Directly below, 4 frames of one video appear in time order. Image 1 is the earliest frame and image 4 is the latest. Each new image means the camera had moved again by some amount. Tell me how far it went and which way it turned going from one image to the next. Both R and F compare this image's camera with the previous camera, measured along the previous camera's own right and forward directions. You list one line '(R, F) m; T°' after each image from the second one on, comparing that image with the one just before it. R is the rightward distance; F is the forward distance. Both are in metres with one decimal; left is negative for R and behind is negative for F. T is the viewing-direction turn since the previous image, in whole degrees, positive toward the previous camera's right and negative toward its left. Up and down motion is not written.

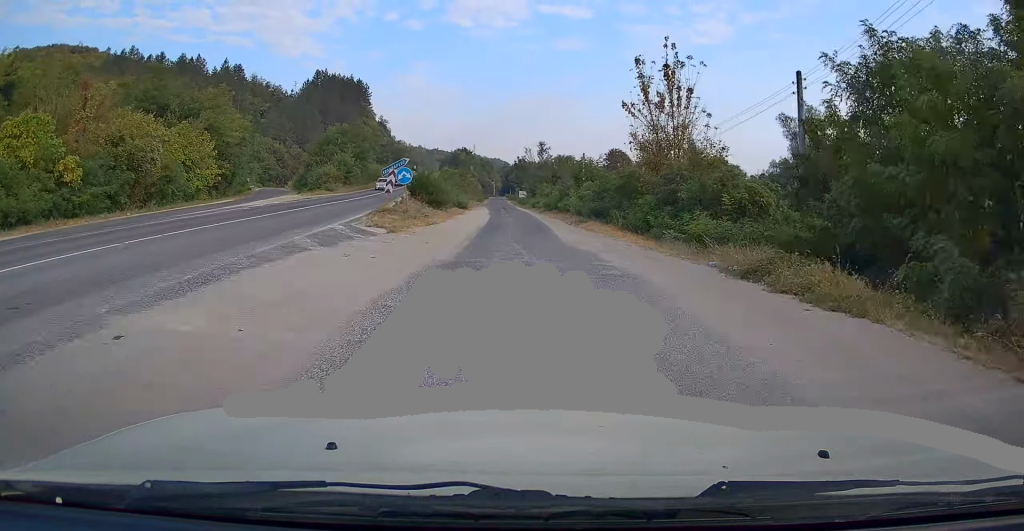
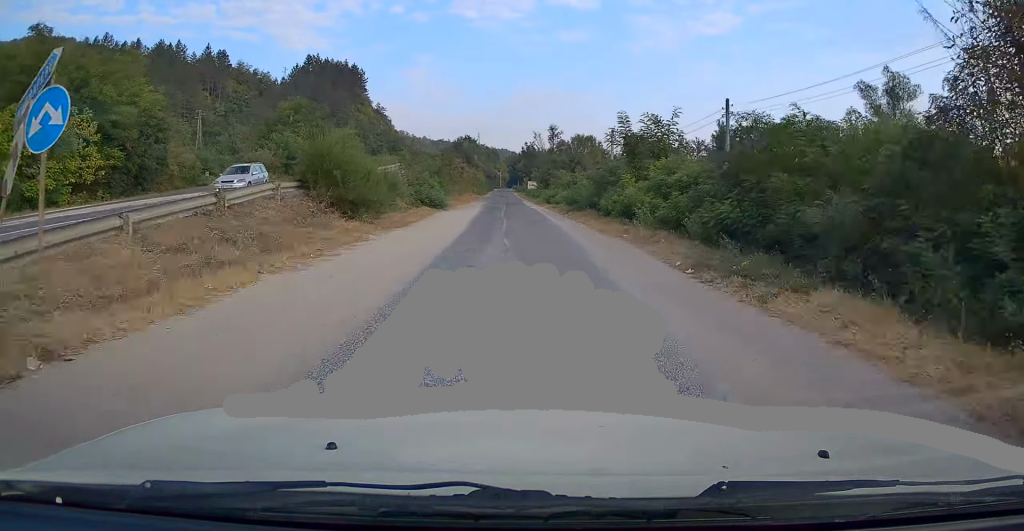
(+0.3, +22.0) m; 0°
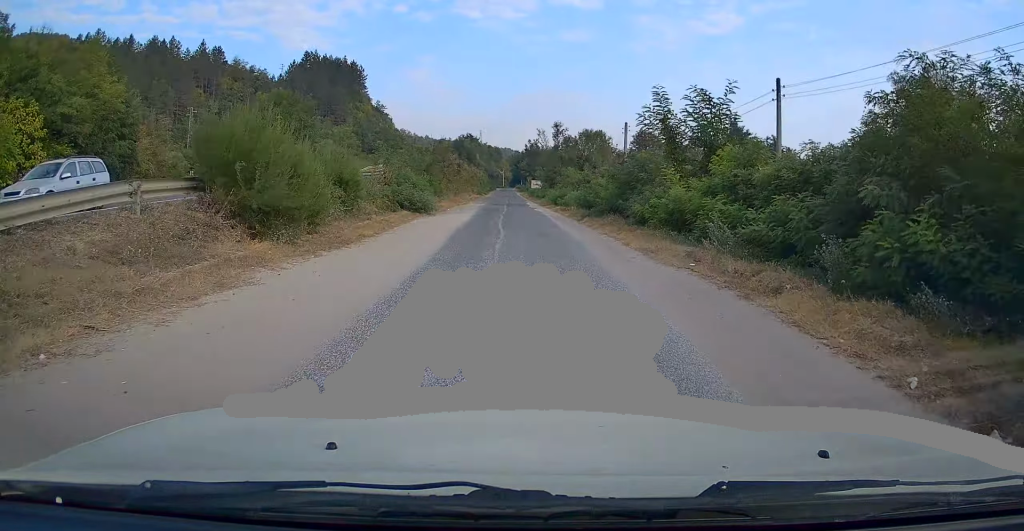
(0.0, +6.9) m; 0°
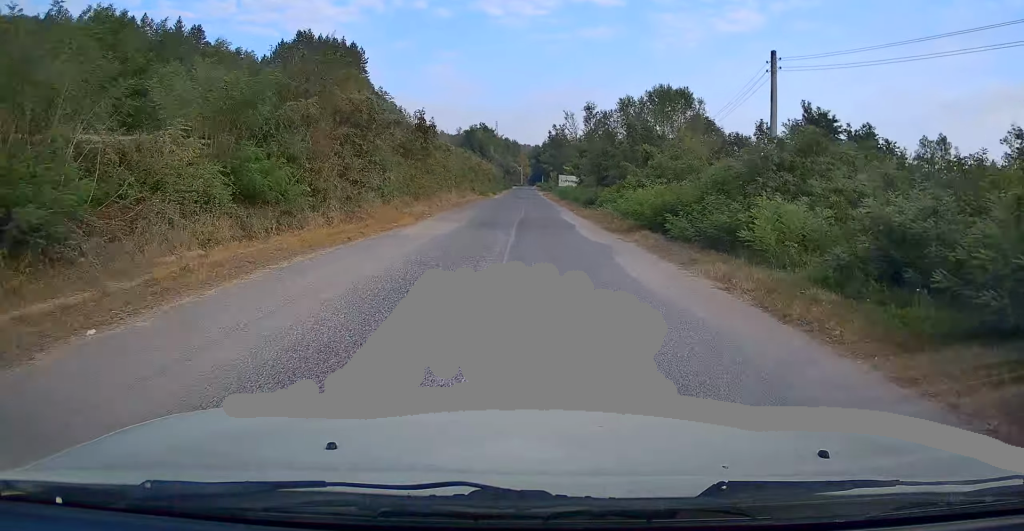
(-0.6, +32.8) m; -2°
